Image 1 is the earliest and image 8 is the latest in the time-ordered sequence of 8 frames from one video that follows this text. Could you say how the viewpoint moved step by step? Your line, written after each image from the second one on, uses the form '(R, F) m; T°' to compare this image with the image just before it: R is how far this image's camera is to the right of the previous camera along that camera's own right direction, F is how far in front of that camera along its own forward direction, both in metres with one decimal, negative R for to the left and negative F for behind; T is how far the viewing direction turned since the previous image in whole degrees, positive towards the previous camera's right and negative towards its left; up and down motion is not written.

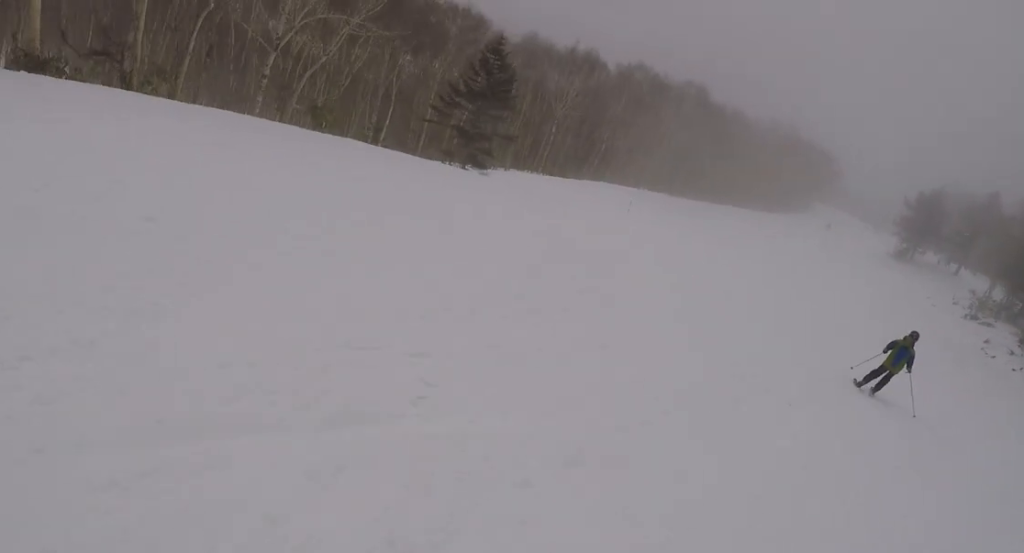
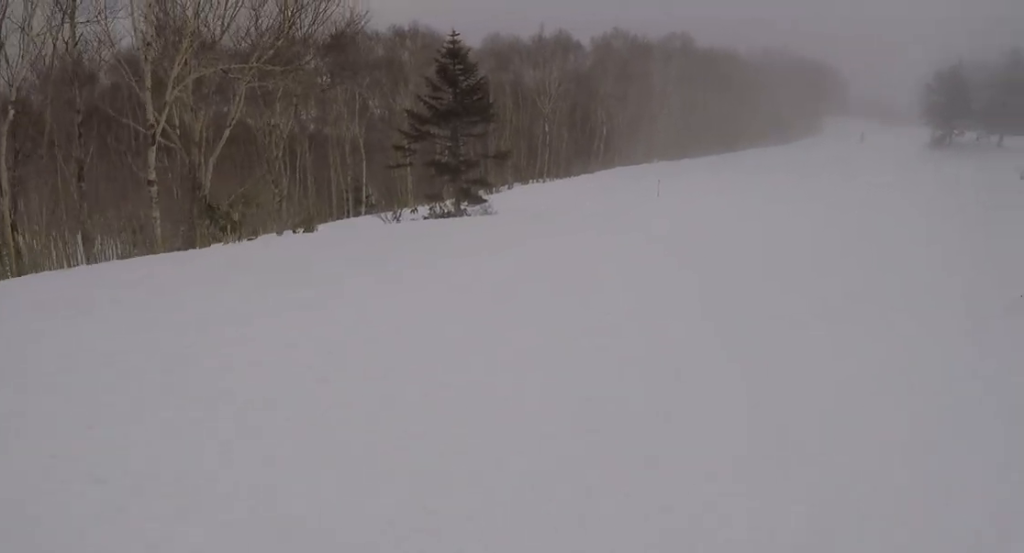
(0.0, +6.1) m; +8°
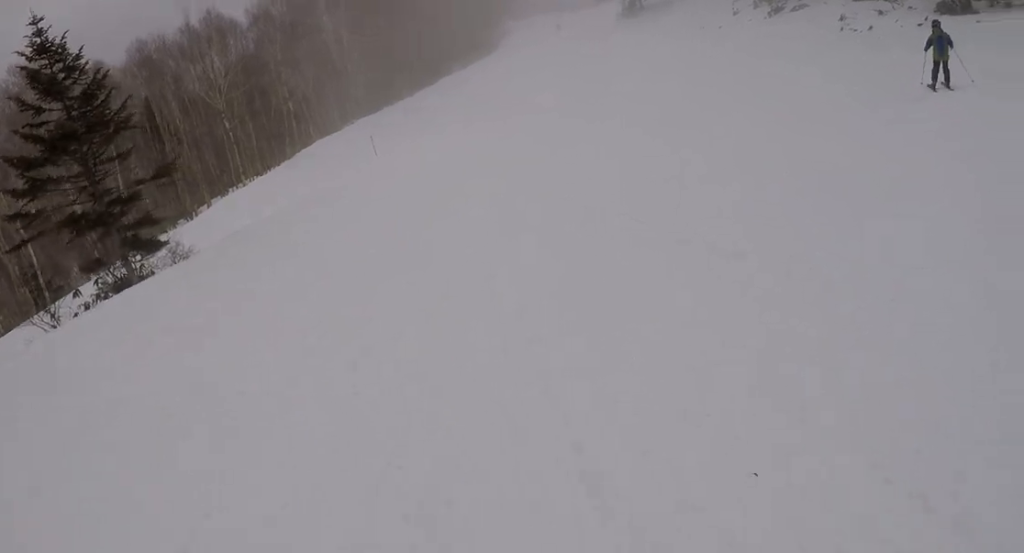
(+0.8, +6.3) m; +5°
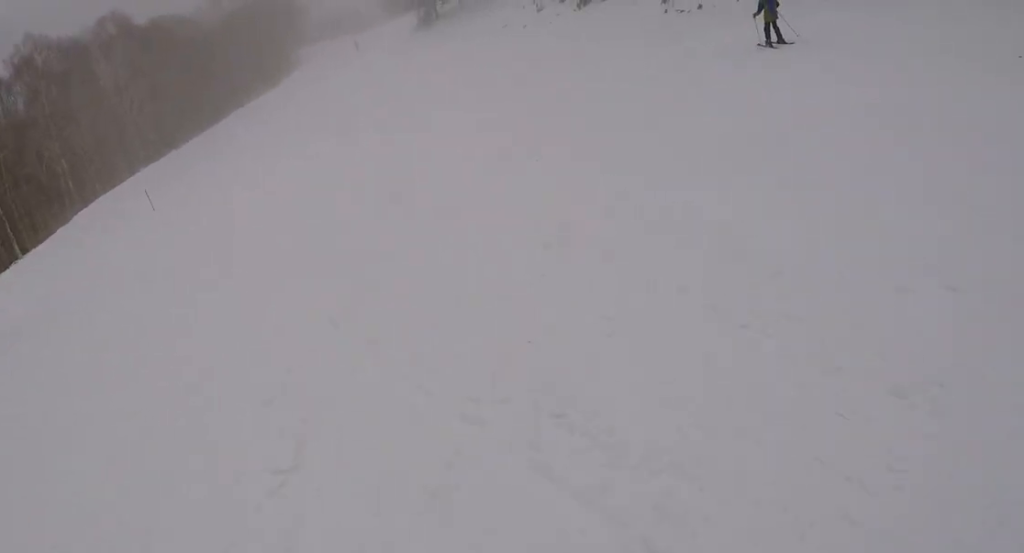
(+0.2, +4.9) m; +1°
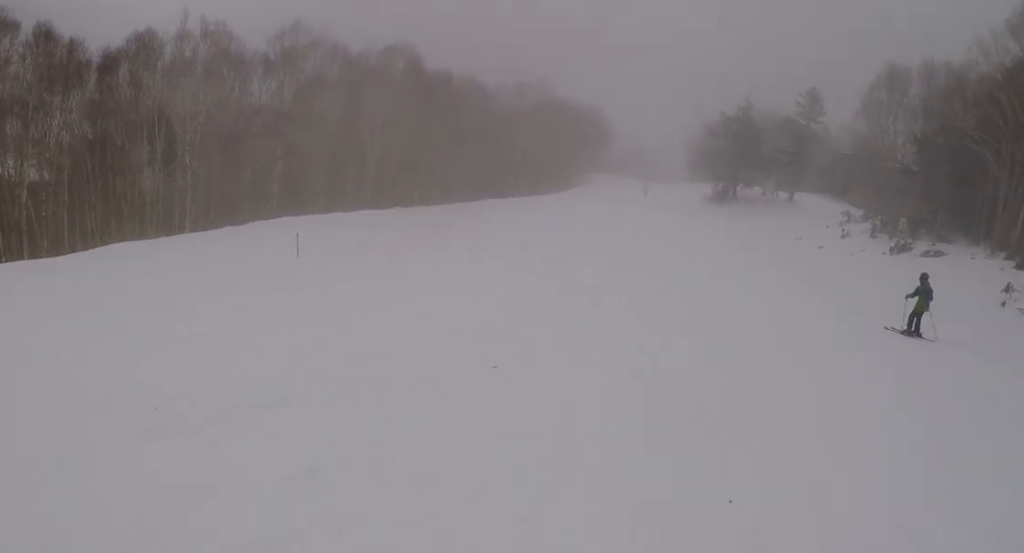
(-0.3, +9.3) m; -3°
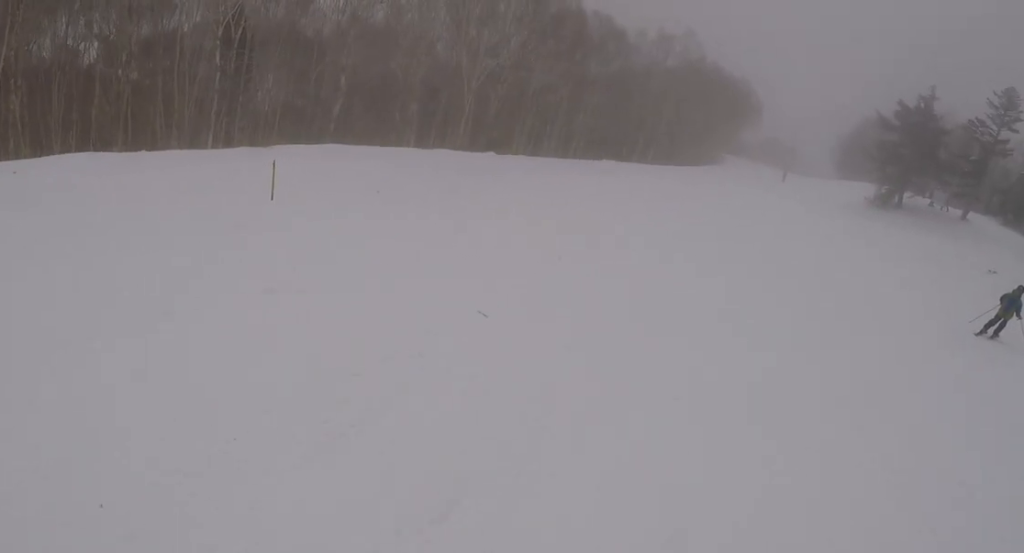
(-1.1, +11.9) m; 0°
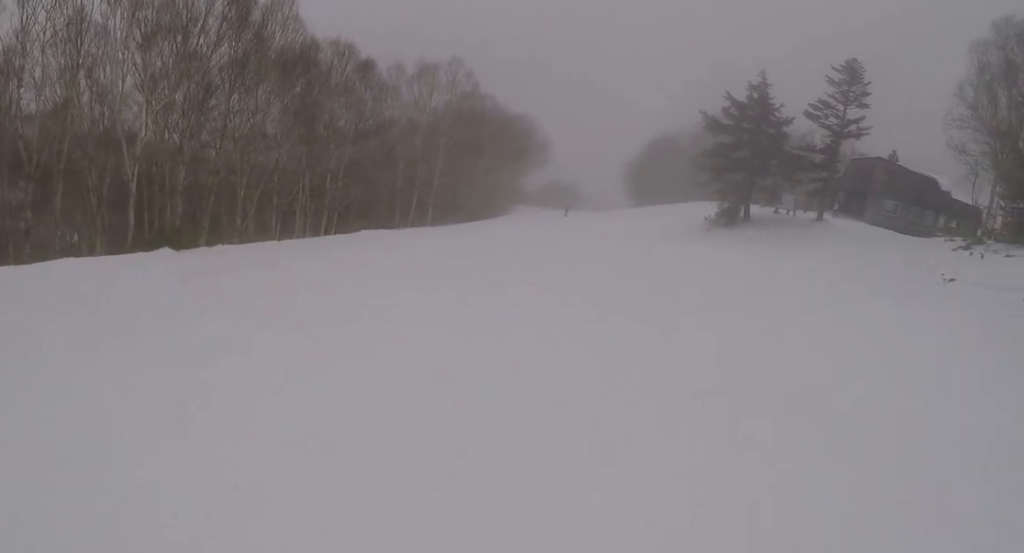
(+2.3, +16.8) m; 0°
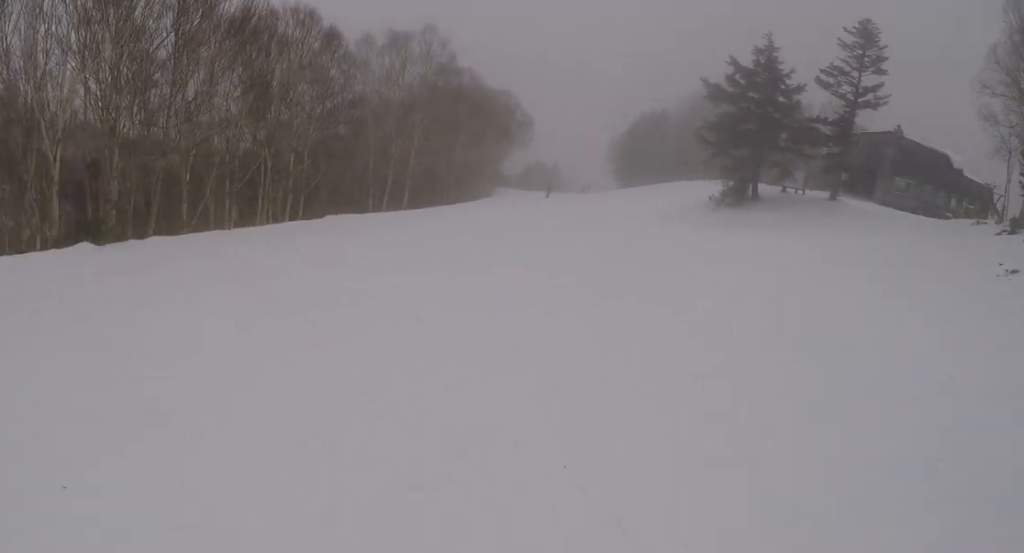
(-0.2, +4.2) m; 0°
